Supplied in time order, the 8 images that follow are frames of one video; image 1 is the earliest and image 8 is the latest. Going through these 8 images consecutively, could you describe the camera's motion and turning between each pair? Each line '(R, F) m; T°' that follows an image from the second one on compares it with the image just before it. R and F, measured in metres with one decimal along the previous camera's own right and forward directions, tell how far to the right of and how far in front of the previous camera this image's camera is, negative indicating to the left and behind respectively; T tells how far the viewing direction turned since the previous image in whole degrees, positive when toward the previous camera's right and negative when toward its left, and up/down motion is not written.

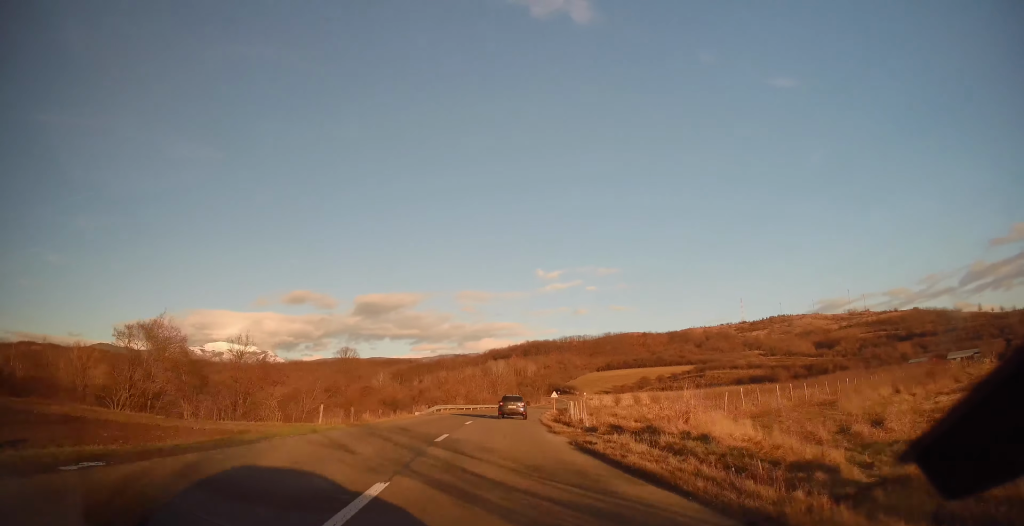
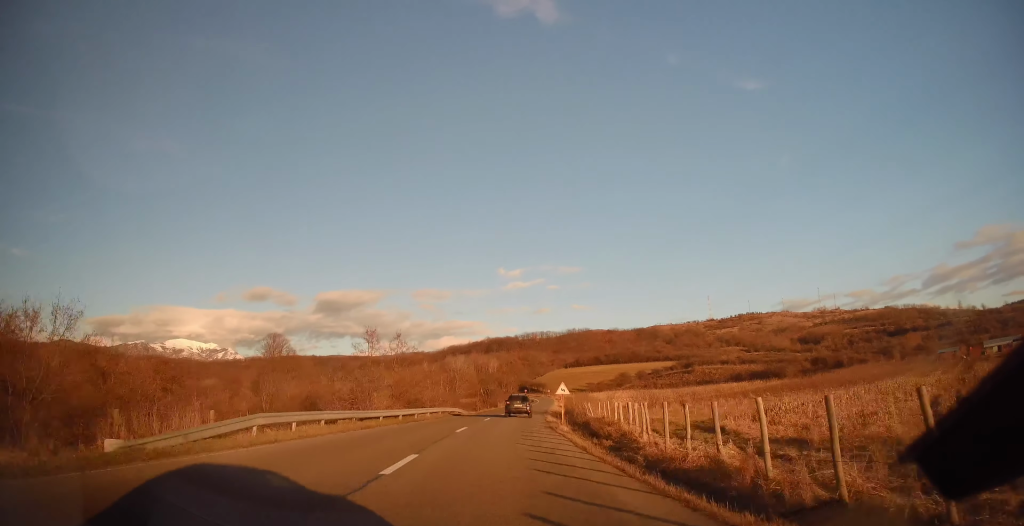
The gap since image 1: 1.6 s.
(+1.4, +30.6) m; +4°
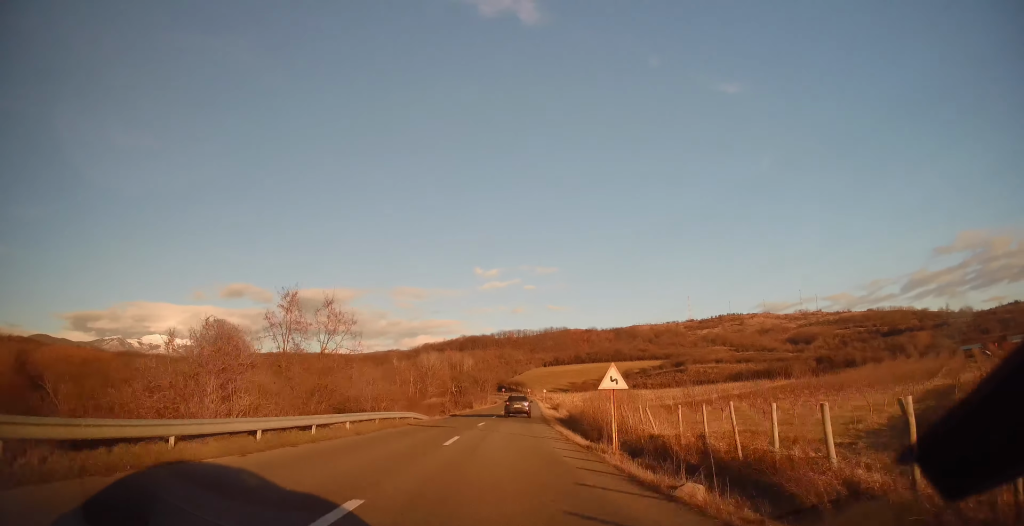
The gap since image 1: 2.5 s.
(0.0, +17.4) m; +2°
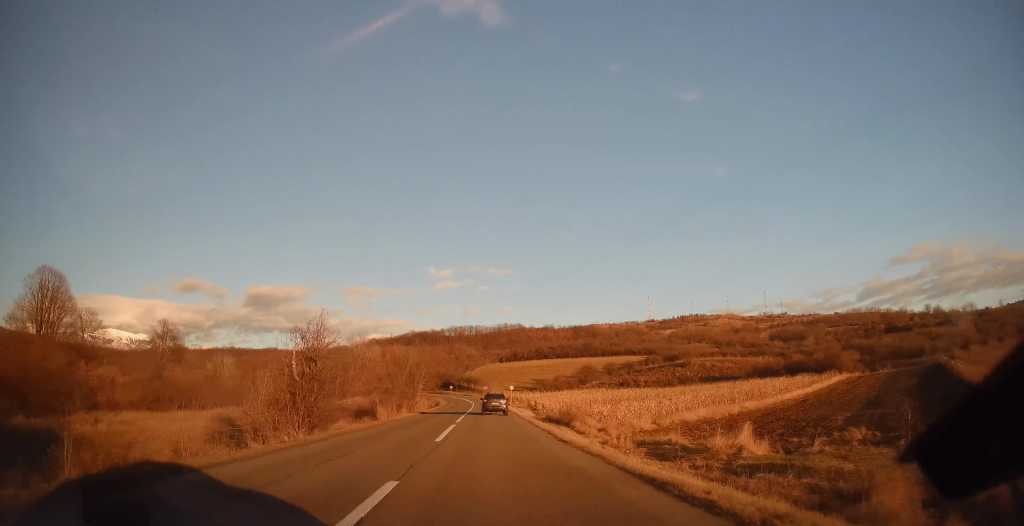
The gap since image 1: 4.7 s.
(+2.5, +44.2) m; +5°
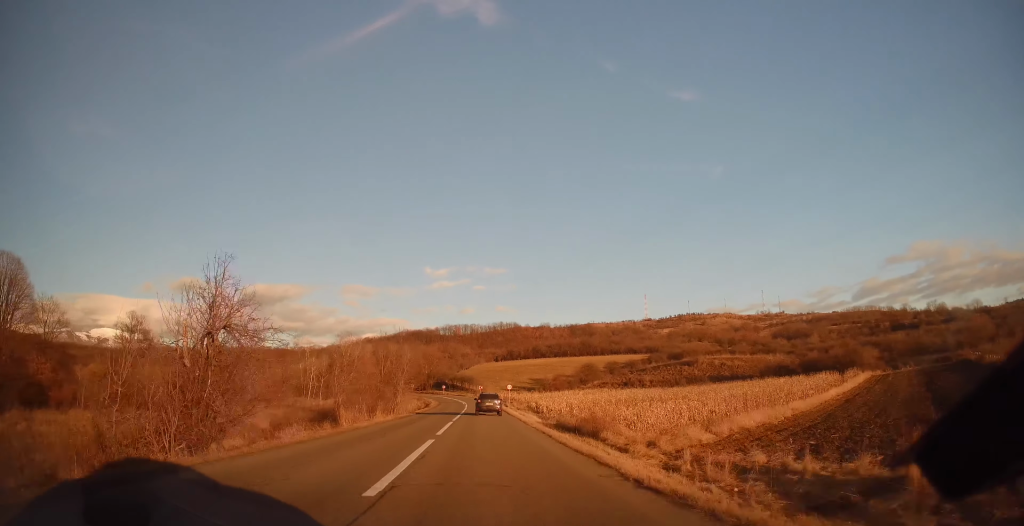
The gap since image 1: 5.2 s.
(0.0, +8.9) m; 0°
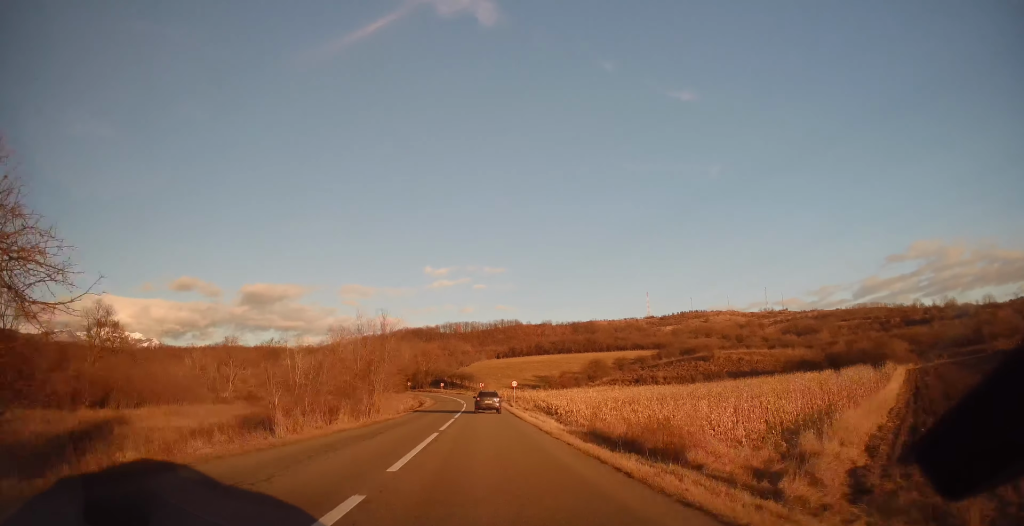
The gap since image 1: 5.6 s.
(0.0, +9.7) m; 0°
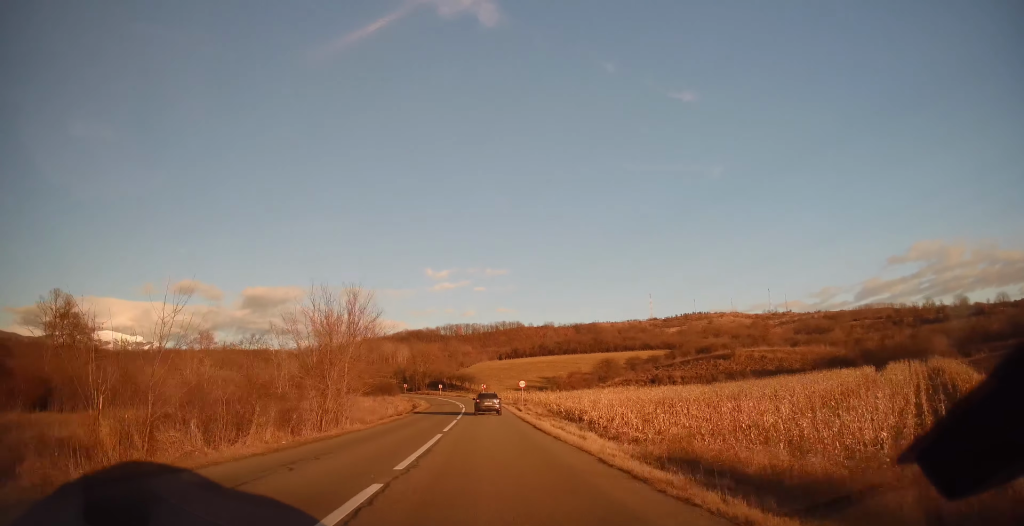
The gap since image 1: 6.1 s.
(0.0, +10.4) m; 0°
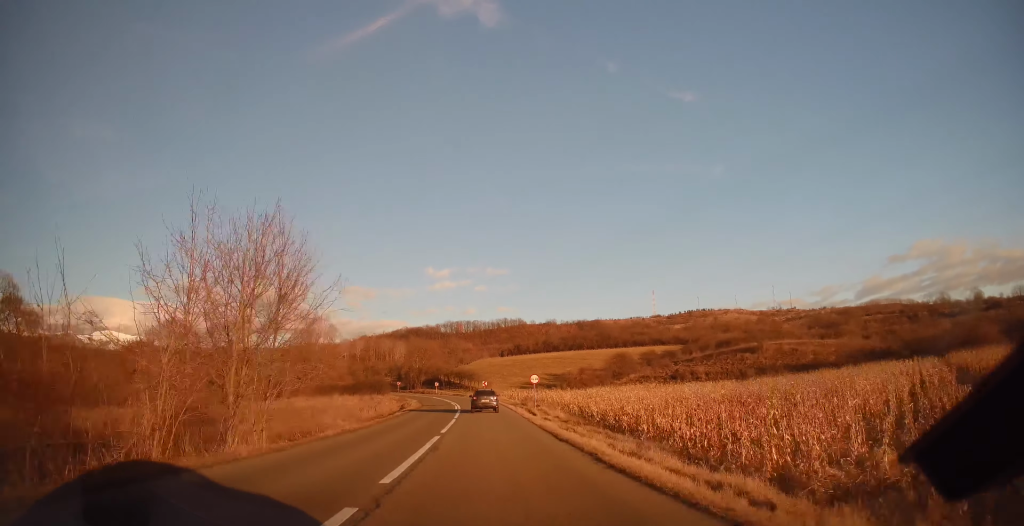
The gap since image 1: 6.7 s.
(0.0, +12.4) m; 0°
